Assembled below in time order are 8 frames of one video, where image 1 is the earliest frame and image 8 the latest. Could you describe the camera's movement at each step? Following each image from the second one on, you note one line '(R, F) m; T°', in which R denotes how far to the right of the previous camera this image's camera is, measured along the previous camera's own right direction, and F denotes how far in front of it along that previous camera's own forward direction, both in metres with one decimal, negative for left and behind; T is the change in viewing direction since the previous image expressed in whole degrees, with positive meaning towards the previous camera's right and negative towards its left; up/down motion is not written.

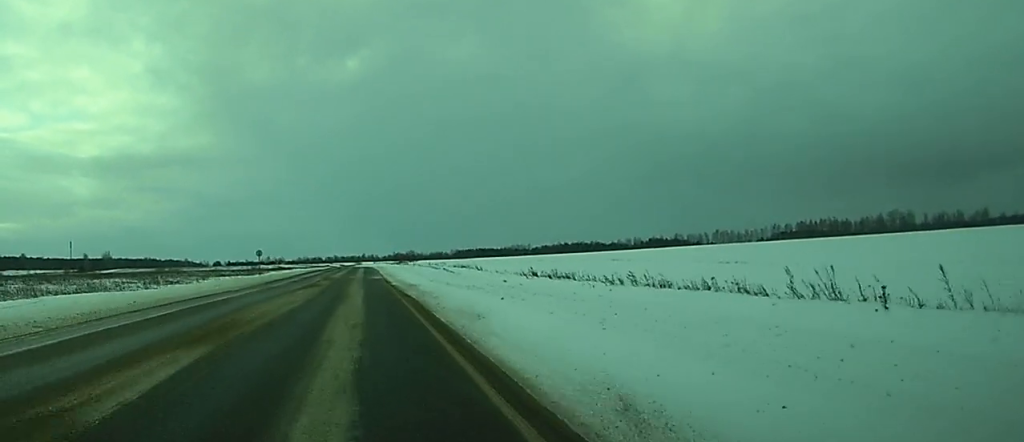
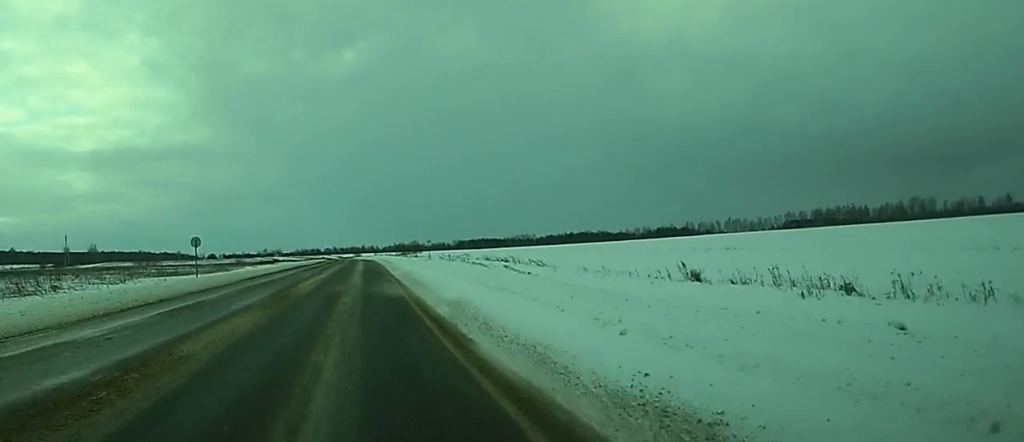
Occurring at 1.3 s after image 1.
(0.0, +34.0) m; 0°
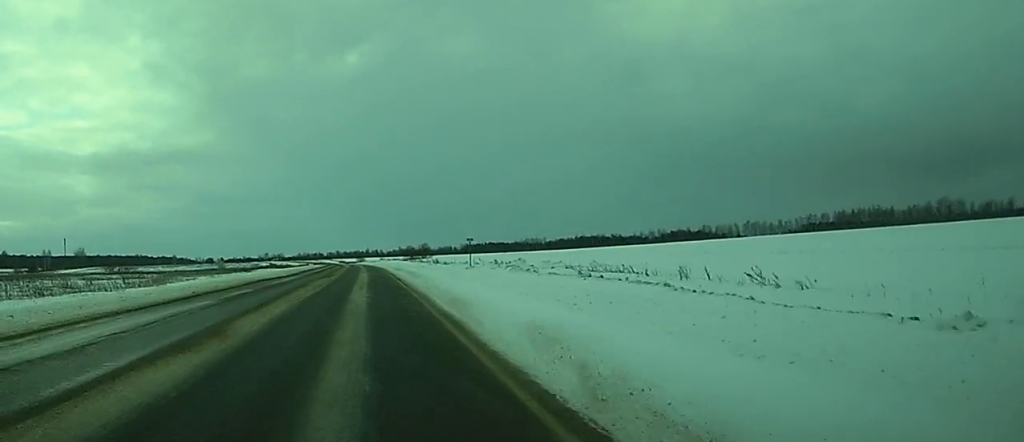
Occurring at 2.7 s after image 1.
(0.0, +36.9) m; 0°
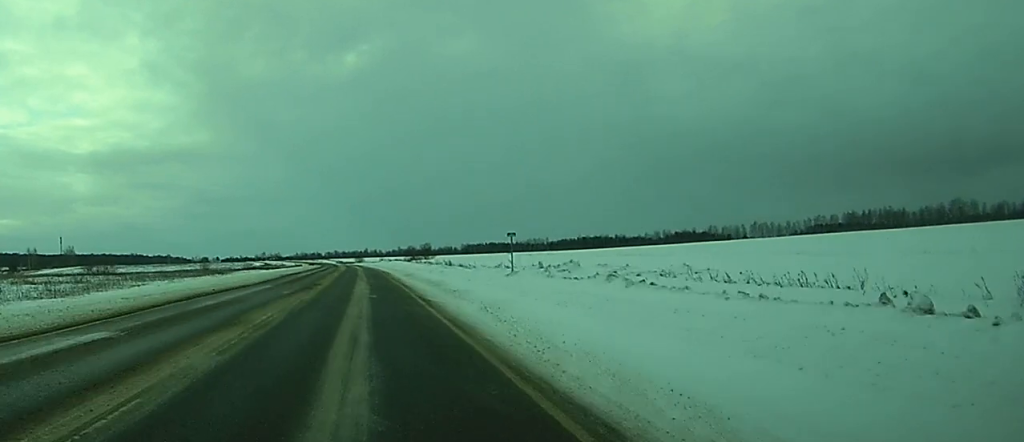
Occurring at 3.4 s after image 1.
(-0.1, +19.4) m; 0°
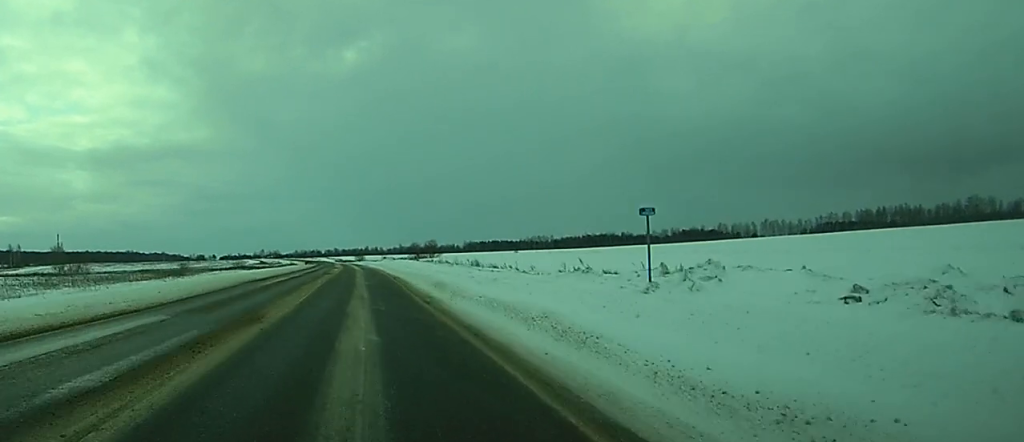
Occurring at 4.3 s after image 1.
(-0.1, +22.9) m; 0°
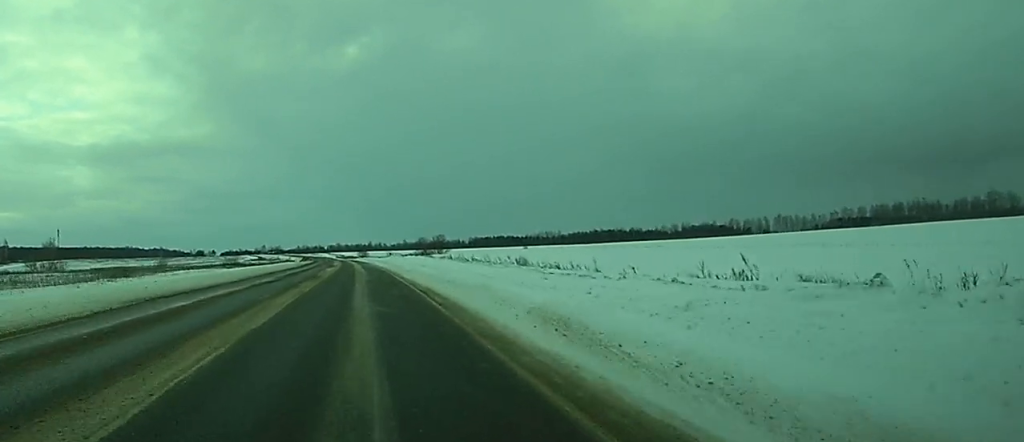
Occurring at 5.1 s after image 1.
(0.0, +20.3) m; 0°
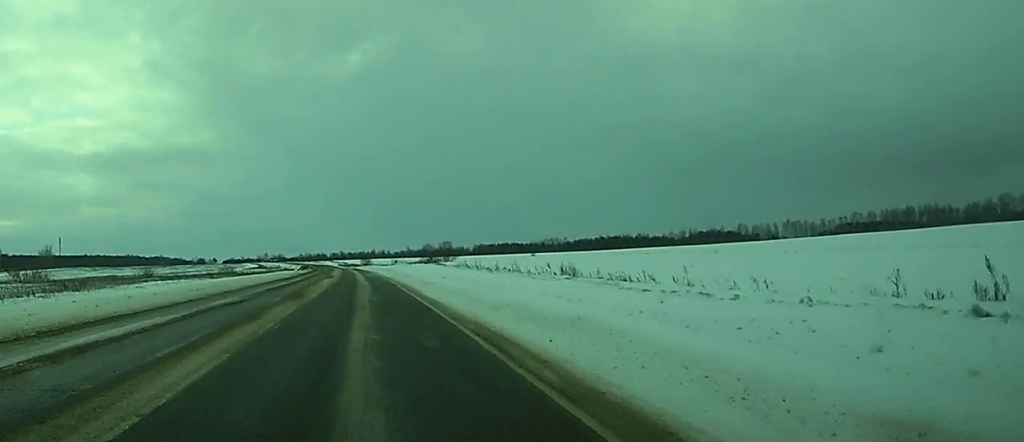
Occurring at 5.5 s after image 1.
(+0.1, +11.5) m; 0°
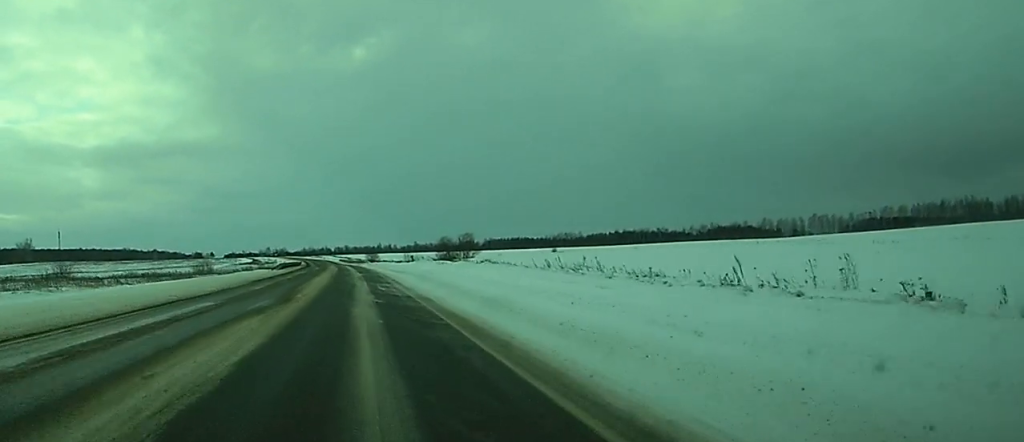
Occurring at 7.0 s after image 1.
(-0.2, +40.2) m; 0°
